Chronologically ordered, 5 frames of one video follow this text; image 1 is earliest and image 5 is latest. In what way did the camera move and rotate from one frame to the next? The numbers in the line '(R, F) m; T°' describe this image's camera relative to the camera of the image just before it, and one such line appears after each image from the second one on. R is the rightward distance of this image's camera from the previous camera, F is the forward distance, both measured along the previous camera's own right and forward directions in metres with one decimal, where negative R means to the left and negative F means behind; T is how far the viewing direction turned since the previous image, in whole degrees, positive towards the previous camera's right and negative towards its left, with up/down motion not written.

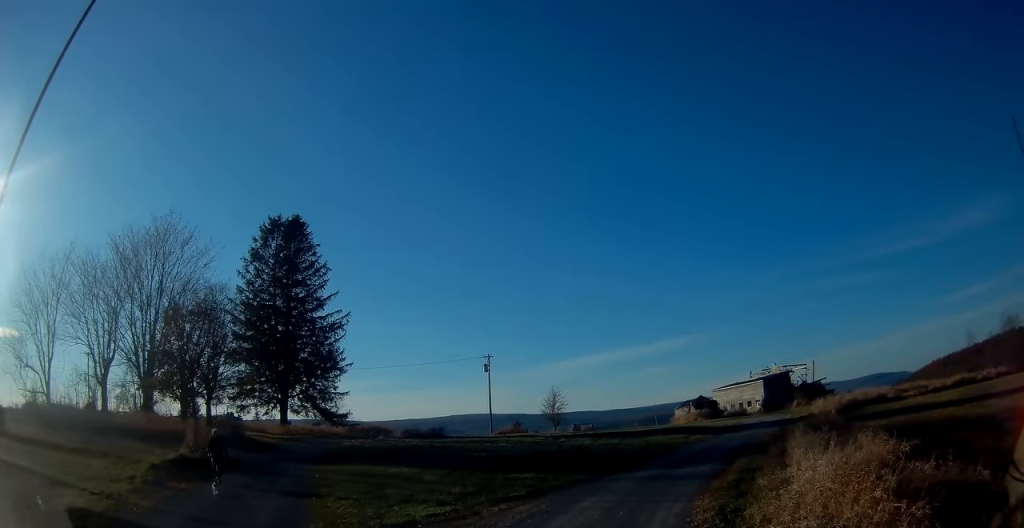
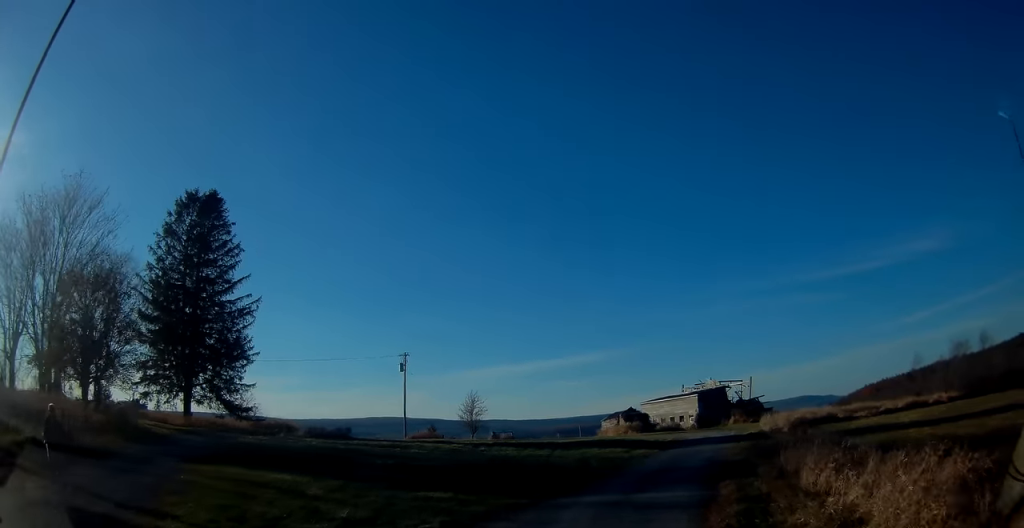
(+0.4, +4.7) m; +8°
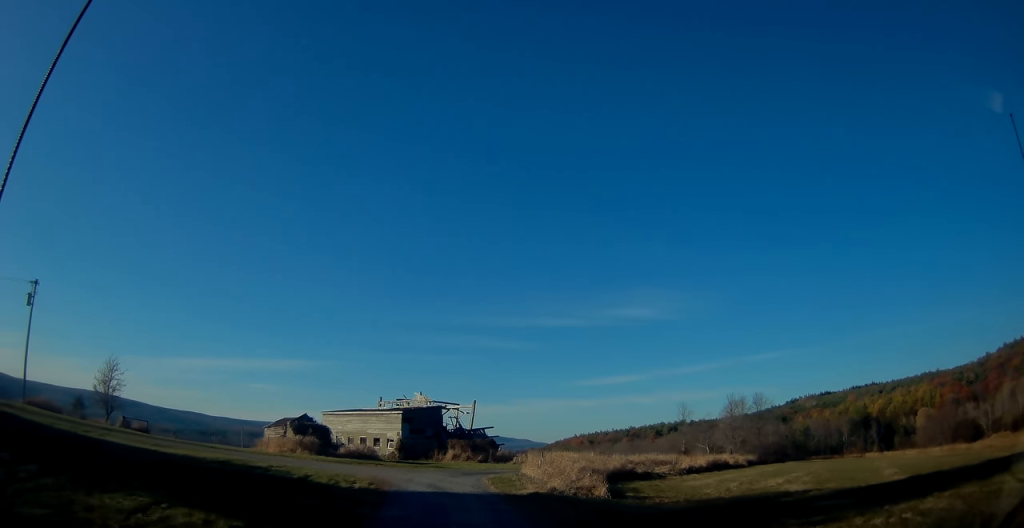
(+5.6, +21.6) m; +22°
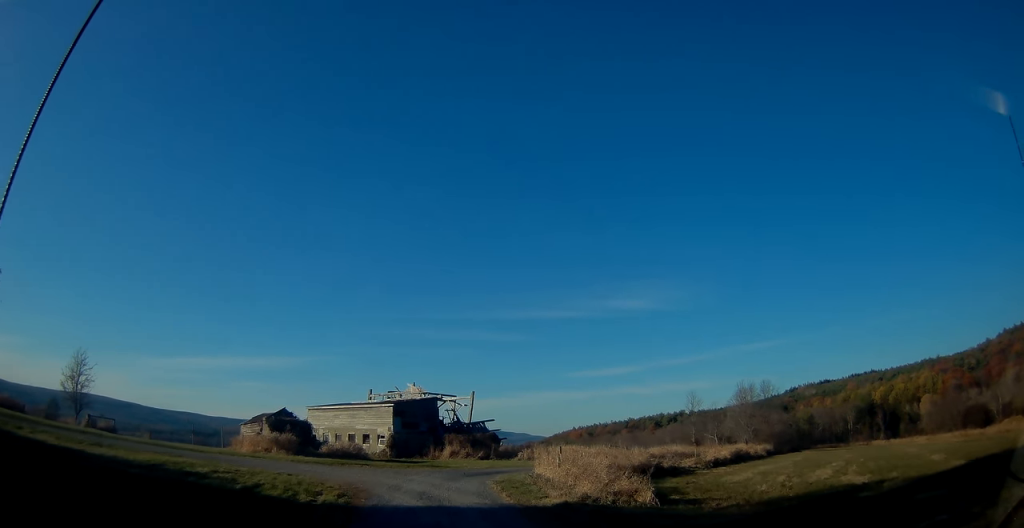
(+0.2, +5.4) m; 0°
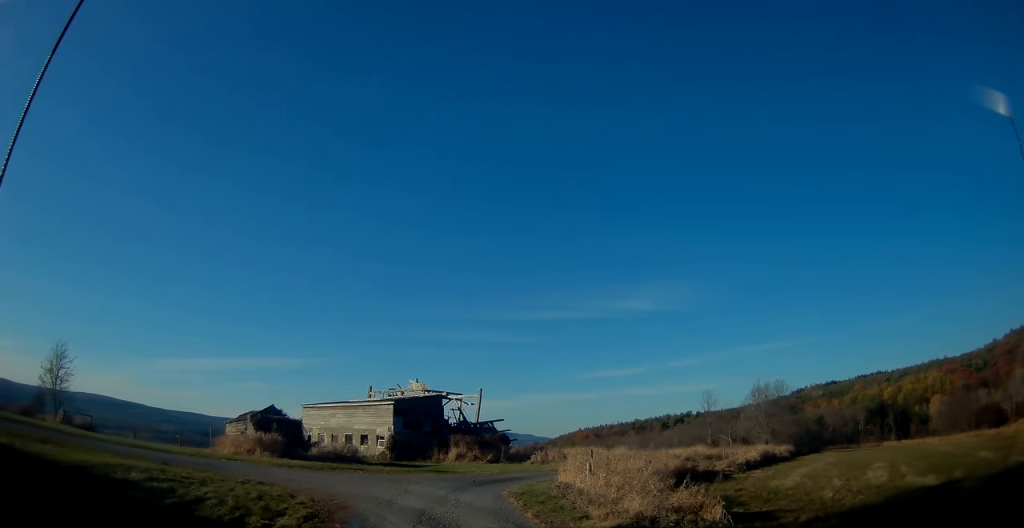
(-0.1, +4.1) m; -1°
